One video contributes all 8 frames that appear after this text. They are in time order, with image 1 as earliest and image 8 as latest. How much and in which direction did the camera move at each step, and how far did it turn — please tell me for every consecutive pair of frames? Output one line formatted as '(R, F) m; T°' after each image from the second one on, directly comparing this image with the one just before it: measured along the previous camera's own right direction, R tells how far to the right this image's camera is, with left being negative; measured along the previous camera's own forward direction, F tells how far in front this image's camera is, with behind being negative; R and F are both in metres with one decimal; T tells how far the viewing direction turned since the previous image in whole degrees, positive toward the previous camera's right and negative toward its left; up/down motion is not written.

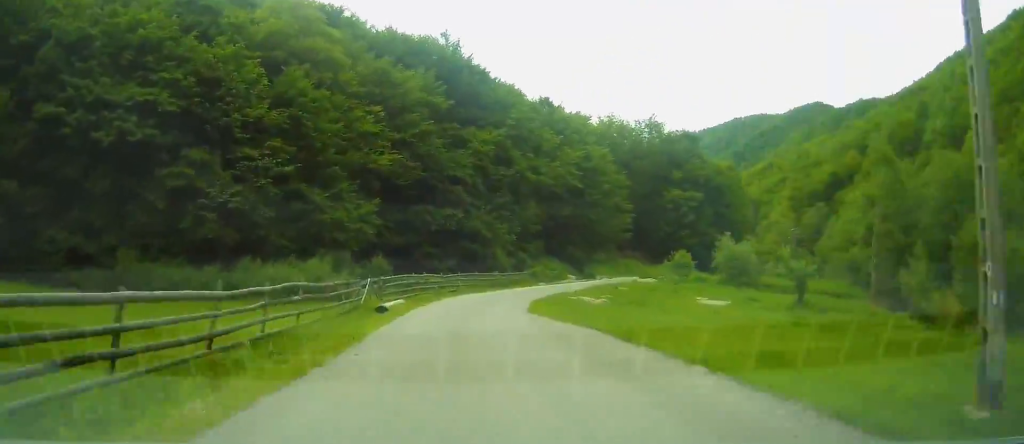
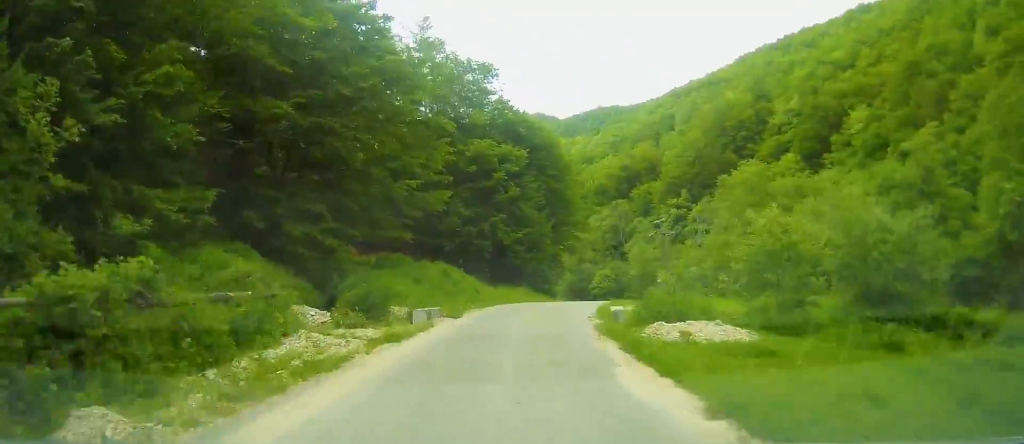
(+6.6, +47.9) m; +14°
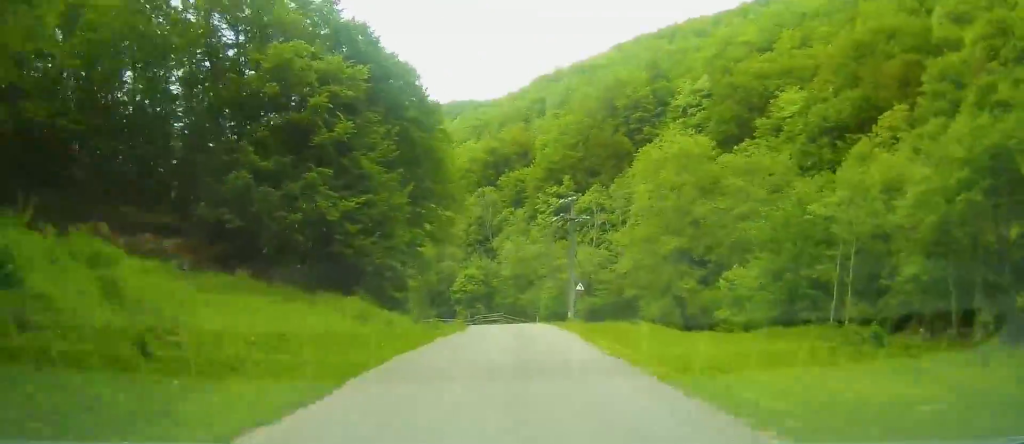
(+5.7, +25.3) m; -2°
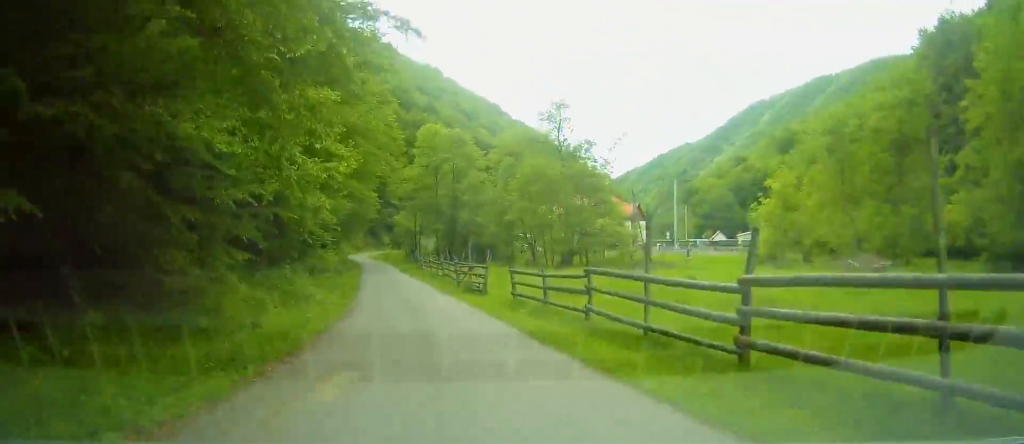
(-29.7, +81.5) m; -38°
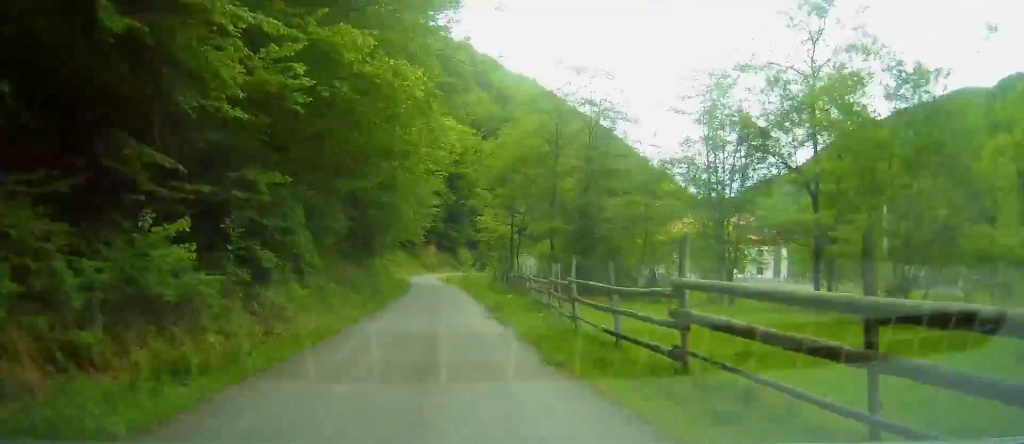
(-3.5, +32.2) m; -7°
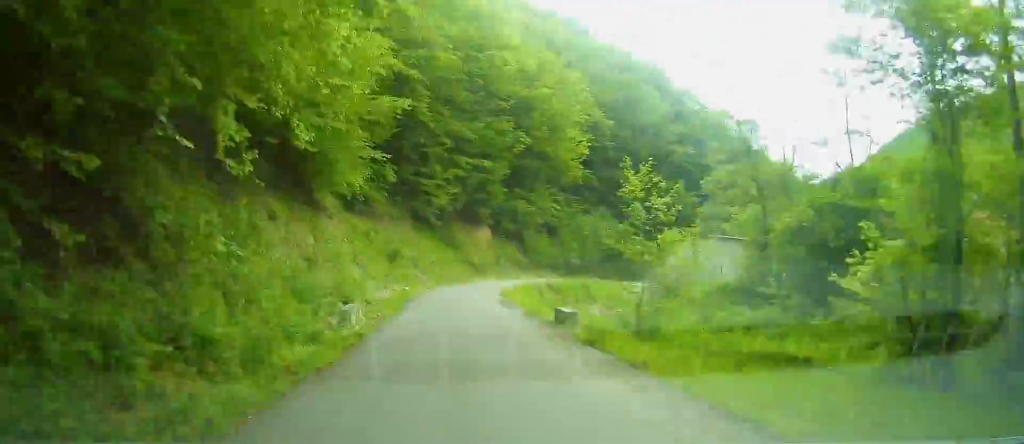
(-1.1, +46.9) m; +3°
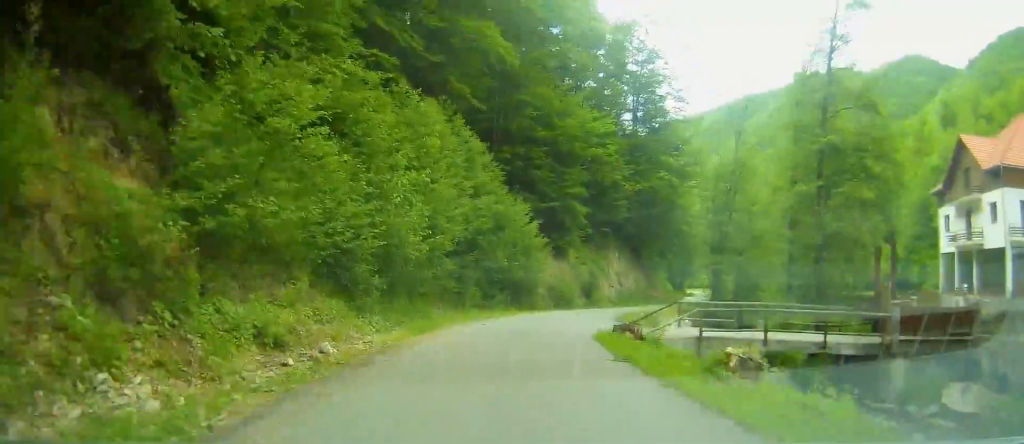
(+10.2, +60.1) m; +25°
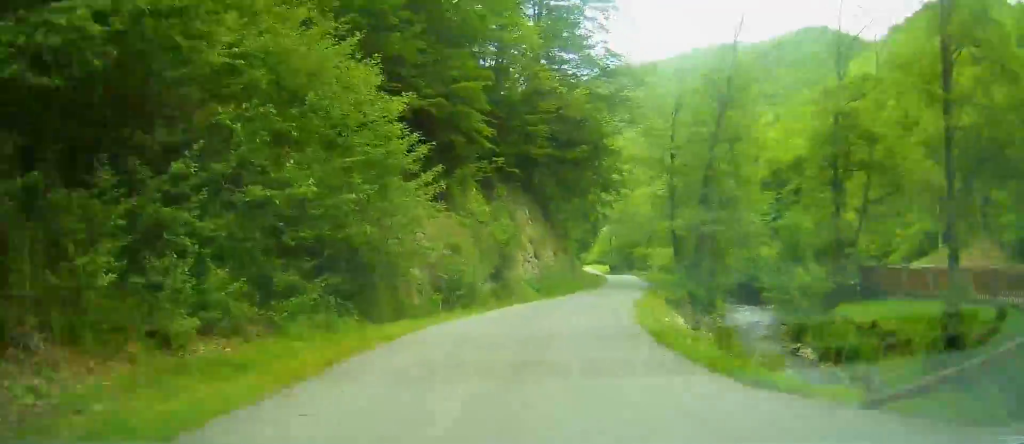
(+3.2, +26.8) m; +12°
